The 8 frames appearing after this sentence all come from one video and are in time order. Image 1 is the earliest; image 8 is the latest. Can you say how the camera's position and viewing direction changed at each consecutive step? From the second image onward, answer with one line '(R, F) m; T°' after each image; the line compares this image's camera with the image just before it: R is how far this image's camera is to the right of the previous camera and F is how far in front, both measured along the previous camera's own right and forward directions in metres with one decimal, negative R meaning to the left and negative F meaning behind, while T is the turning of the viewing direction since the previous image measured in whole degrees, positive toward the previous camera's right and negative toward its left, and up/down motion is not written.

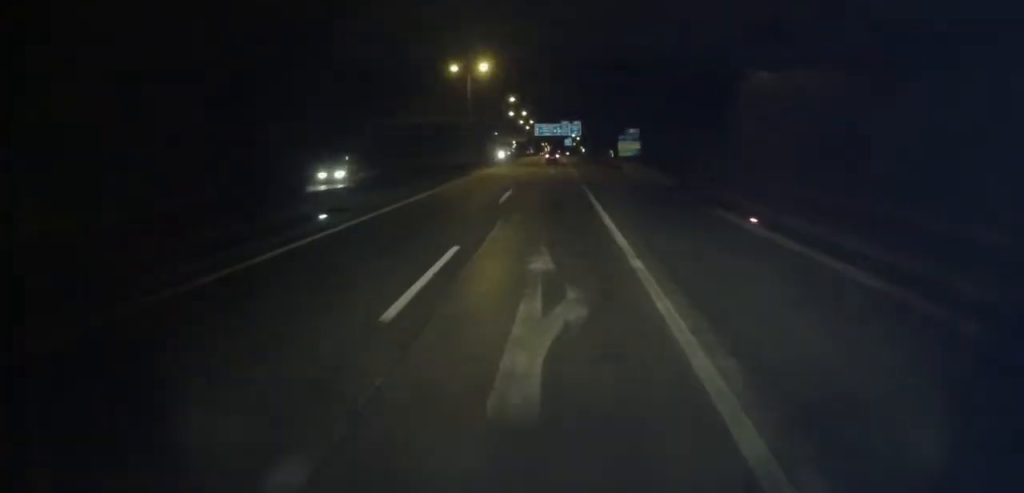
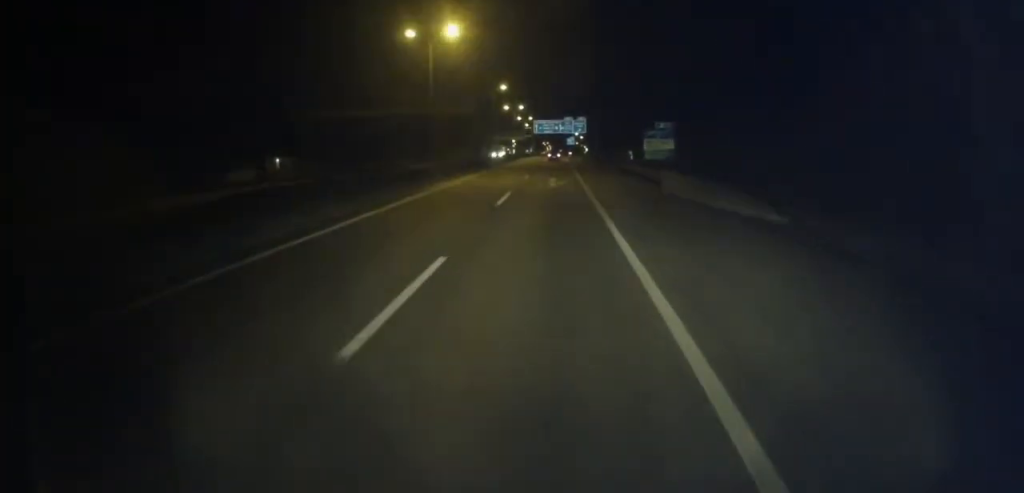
(+0.1, +19.5) m; 0°
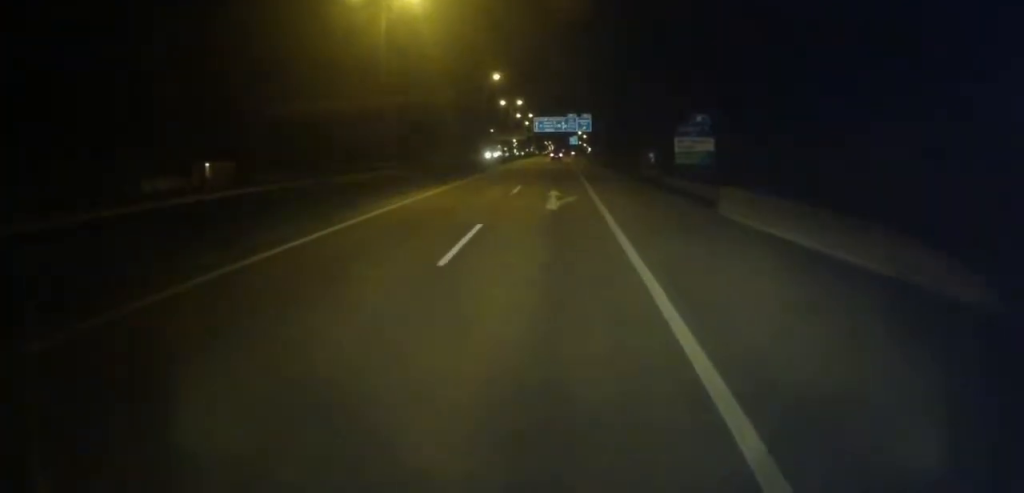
(+0.2, +12.5) m; -1°
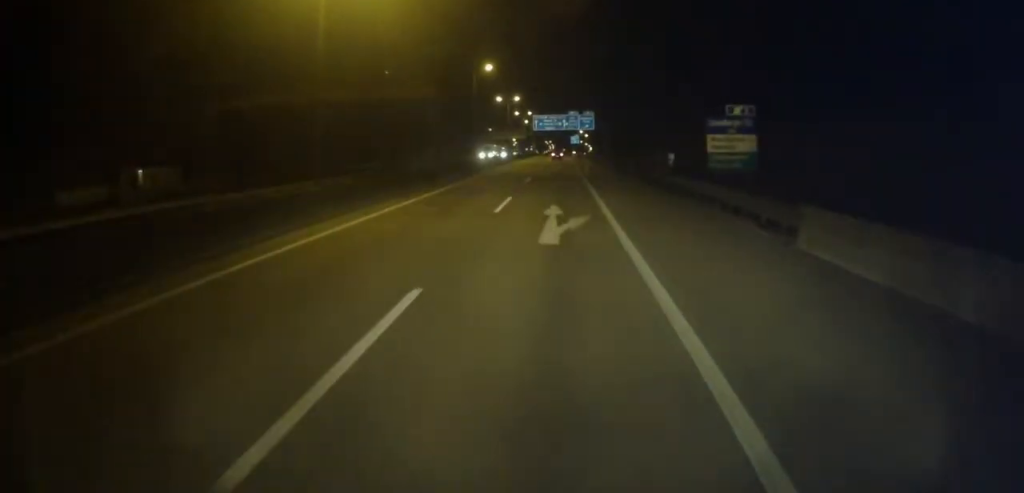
(-0.3, +8.3) m; +1°
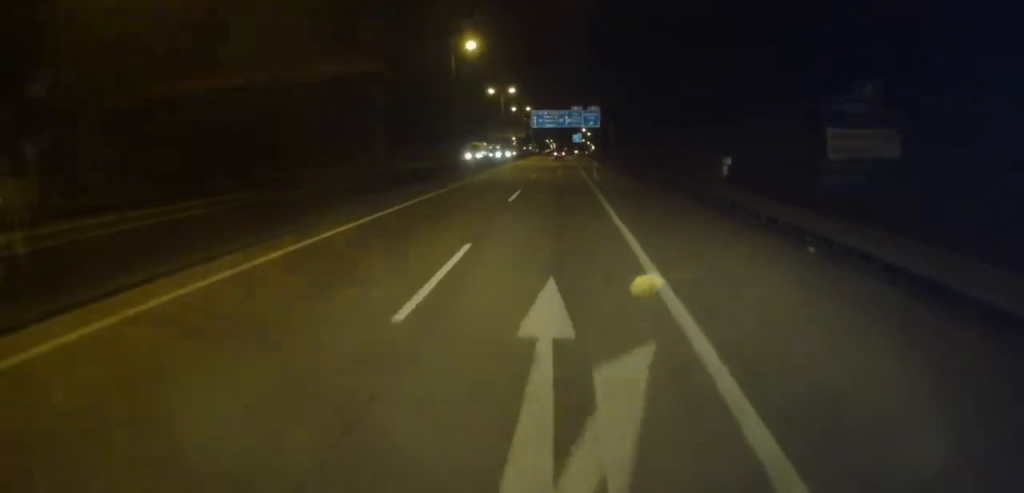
(-0.5, +13.8) m; +1°
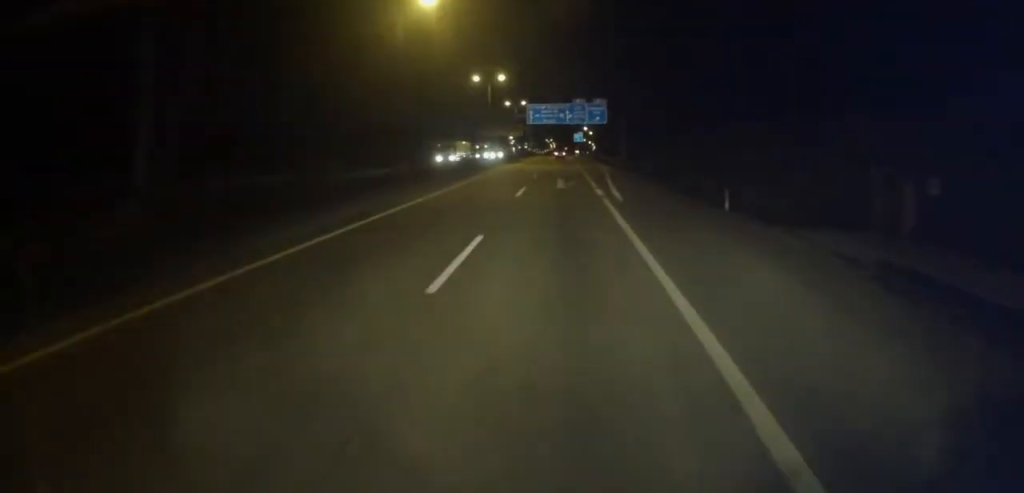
(+1.0, +16.3) m; 0°
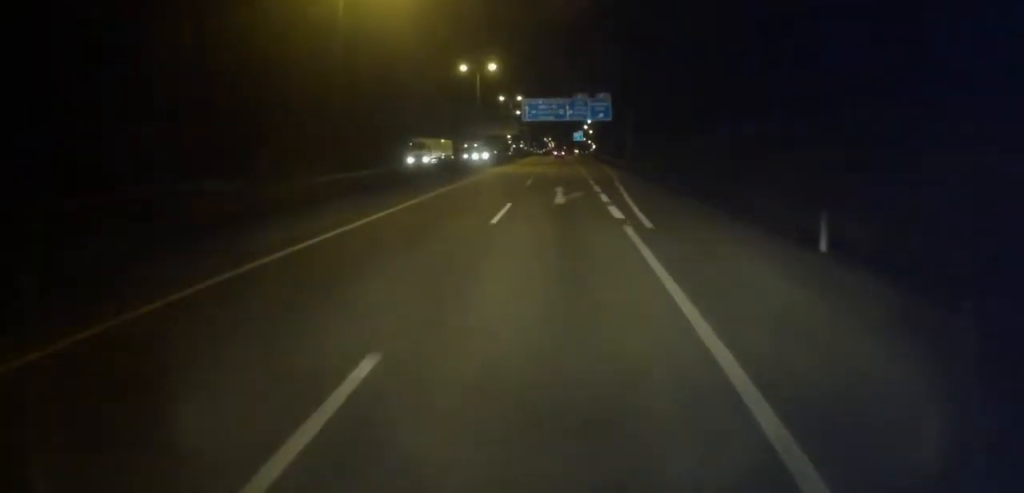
(-0.2, +9.4) m; 0°
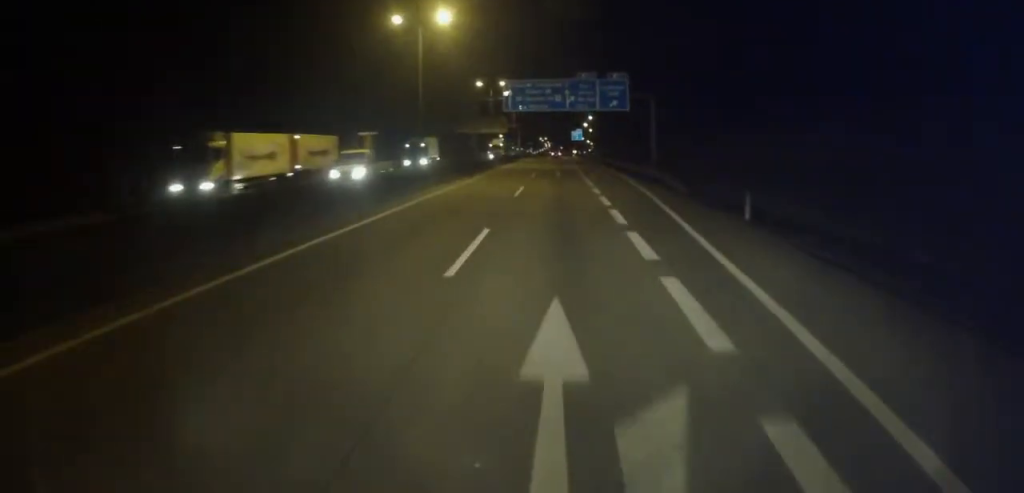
(-0.5, +25.2) m; -2°
